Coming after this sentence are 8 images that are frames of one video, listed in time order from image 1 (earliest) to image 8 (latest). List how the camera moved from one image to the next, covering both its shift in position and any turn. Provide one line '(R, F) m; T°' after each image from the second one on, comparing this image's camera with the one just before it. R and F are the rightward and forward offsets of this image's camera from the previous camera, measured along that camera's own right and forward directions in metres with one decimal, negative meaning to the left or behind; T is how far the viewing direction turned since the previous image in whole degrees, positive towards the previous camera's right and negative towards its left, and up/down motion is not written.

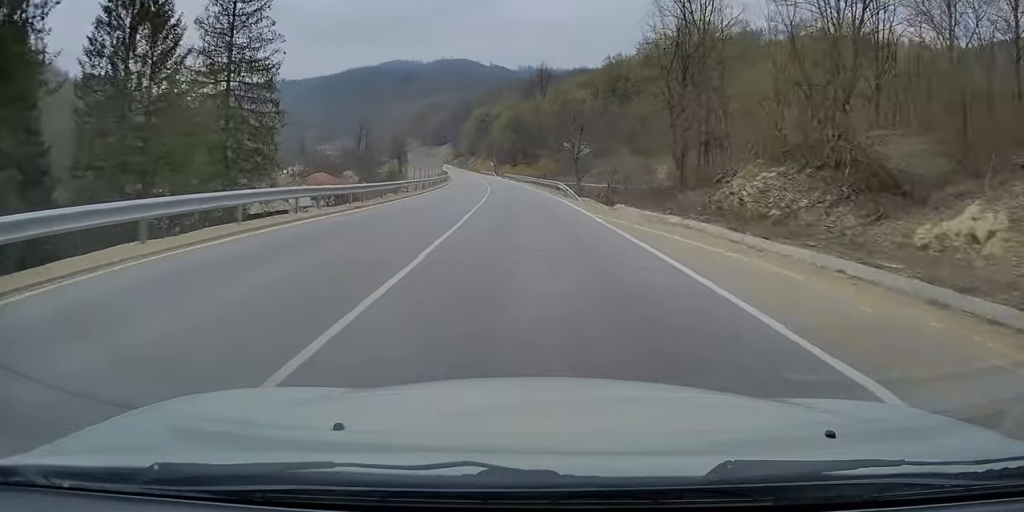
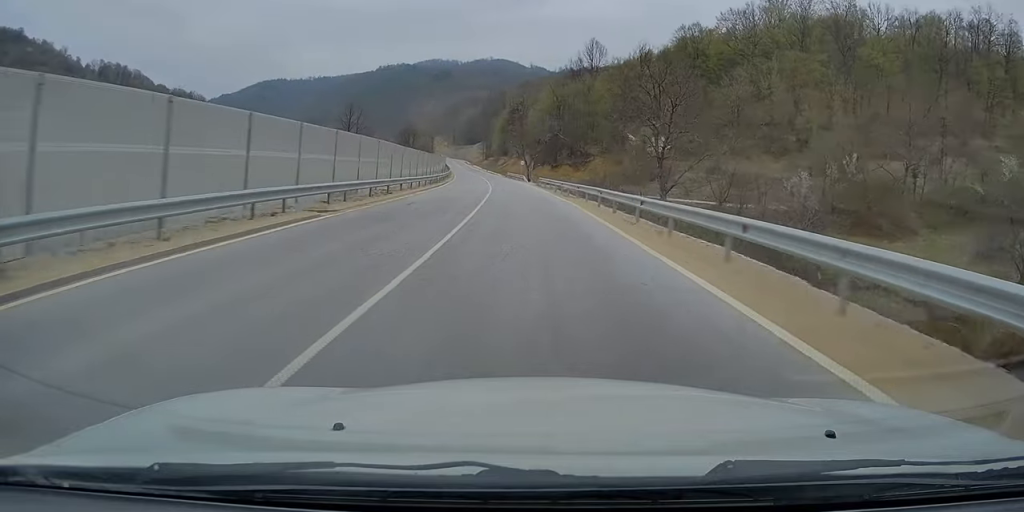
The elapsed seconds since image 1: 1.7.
(-1.6, +44.0) m; -4°
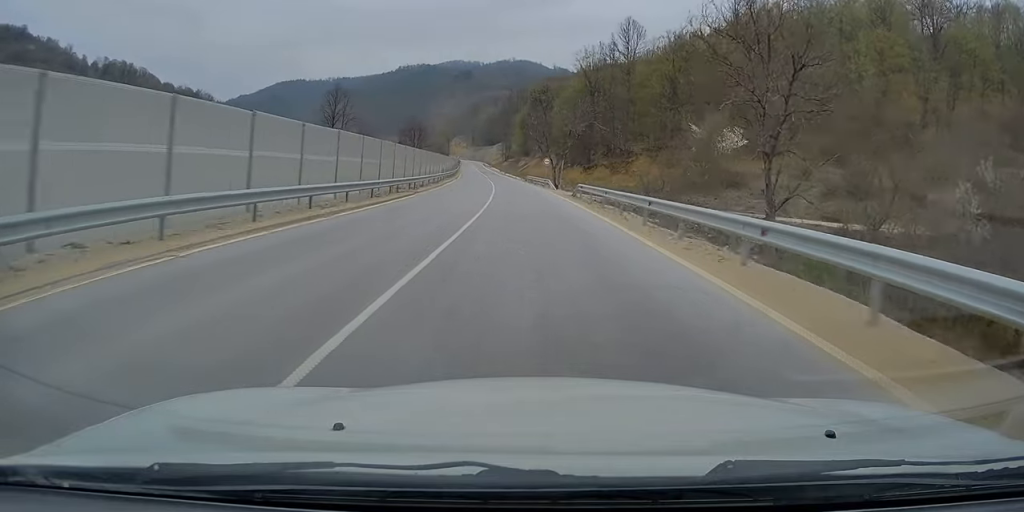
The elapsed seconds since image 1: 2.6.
(-0.4, +24.2) m; -1°
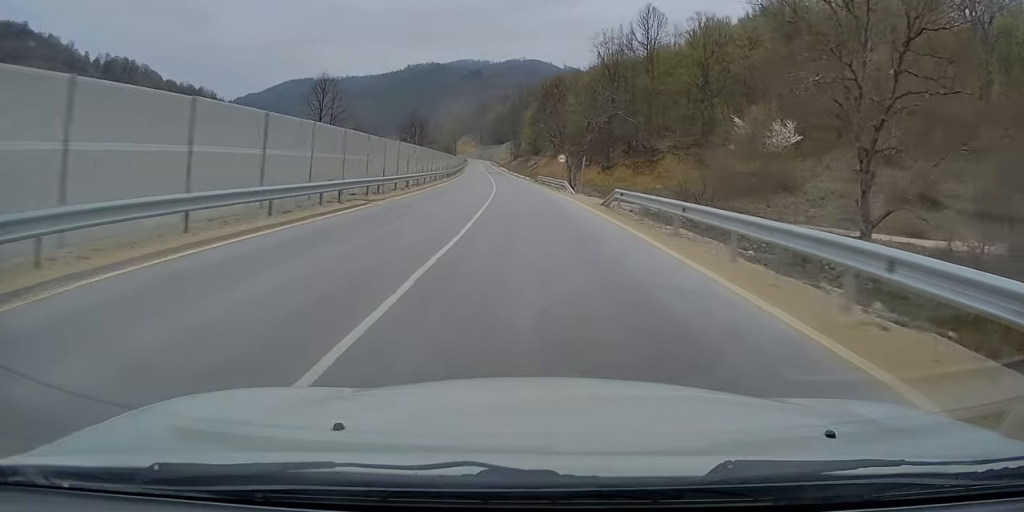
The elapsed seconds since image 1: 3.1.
(0.0, +11.3) m; -1°
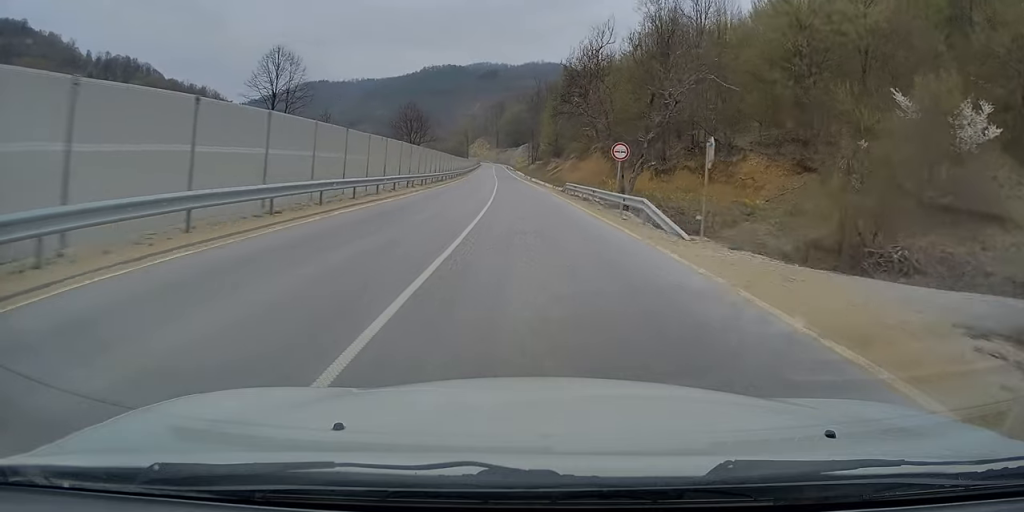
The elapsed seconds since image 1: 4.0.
(-0.2, +24.3) m; -1°
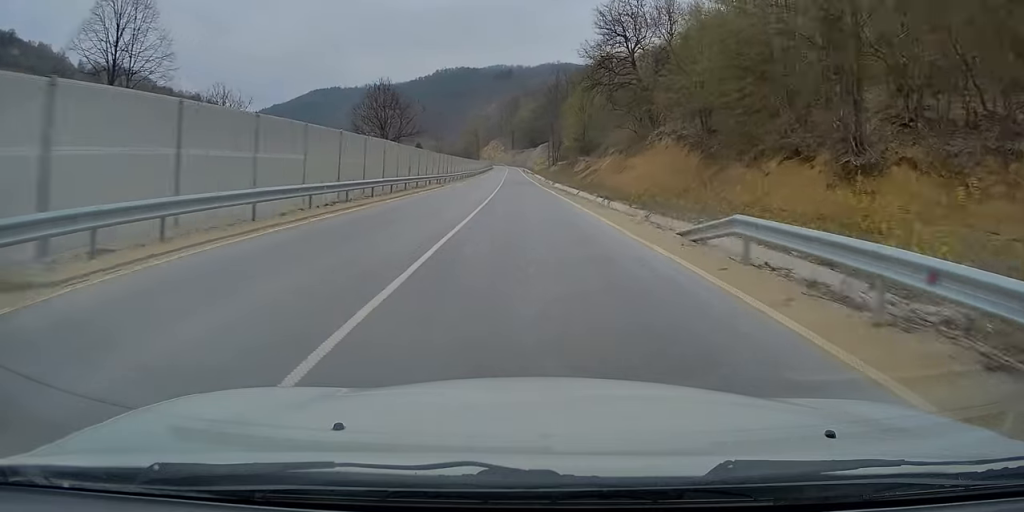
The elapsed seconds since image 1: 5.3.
(-0.4, +32.9) m; -1°
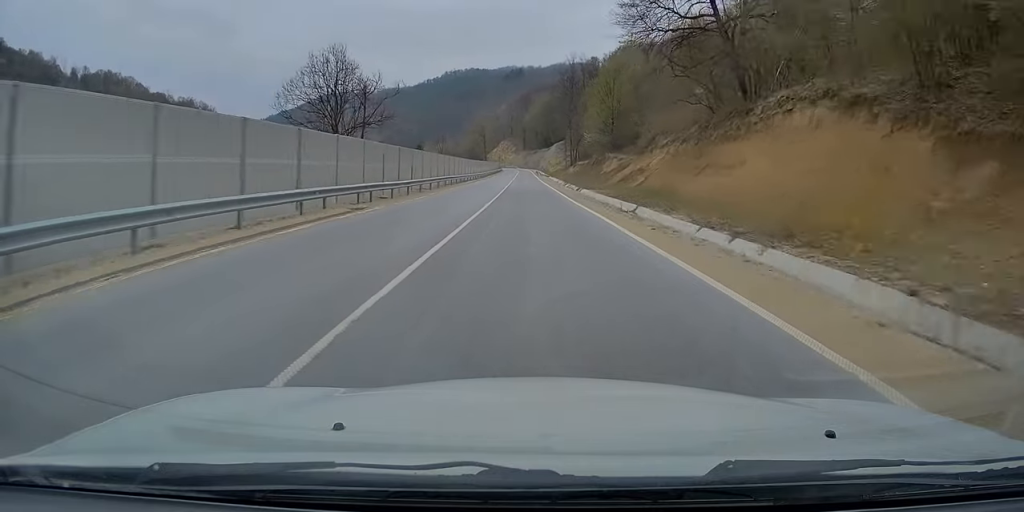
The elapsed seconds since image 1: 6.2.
(-0.2, +24.9) m; -1°
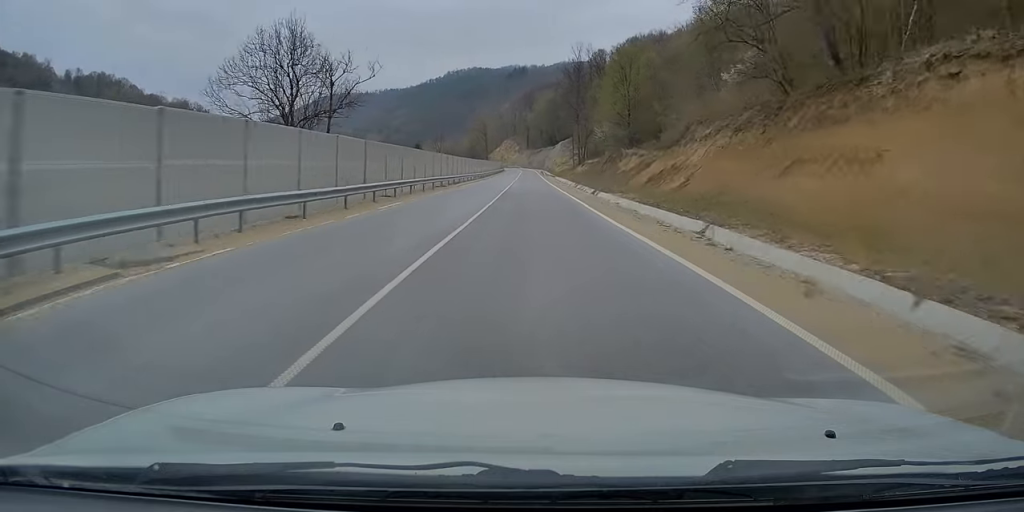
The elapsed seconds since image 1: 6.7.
(-0.1, +12.0) m; 0°
